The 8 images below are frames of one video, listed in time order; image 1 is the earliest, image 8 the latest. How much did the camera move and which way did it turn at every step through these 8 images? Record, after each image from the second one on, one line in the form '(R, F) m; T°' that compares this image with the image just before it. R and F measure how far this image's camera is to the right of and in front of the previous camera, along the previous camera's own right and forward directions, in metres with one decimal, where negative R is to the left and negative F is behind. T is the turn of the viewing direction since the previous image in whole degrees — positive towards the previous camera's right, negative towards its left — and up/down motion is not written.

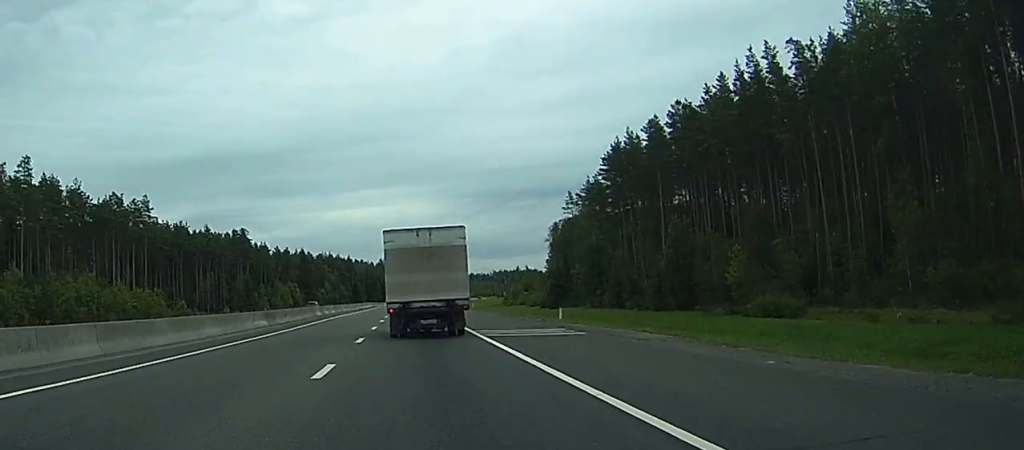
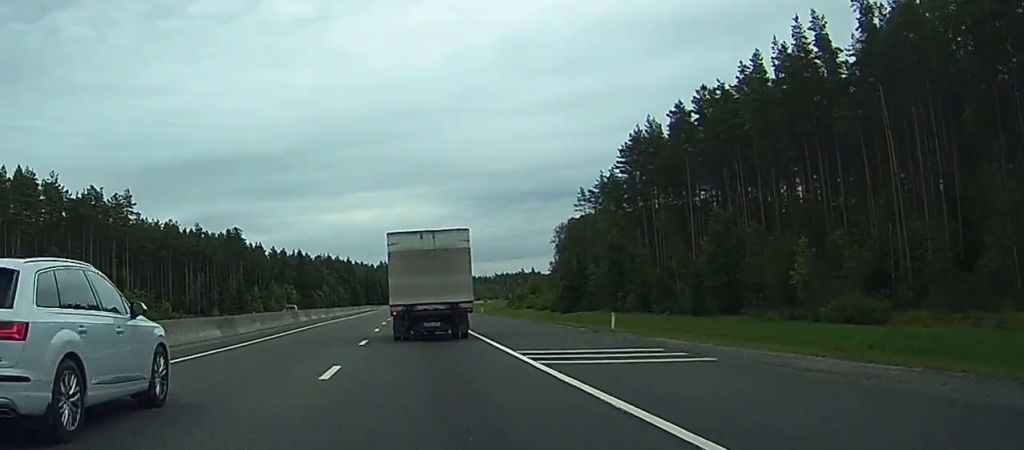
(0.0, +11.4) m; 0°
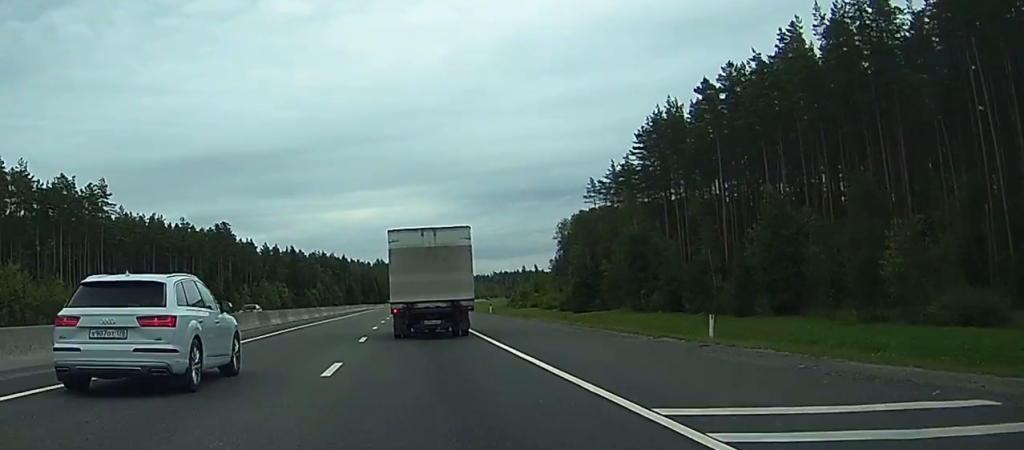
(0.0, +11.5) m; 0°
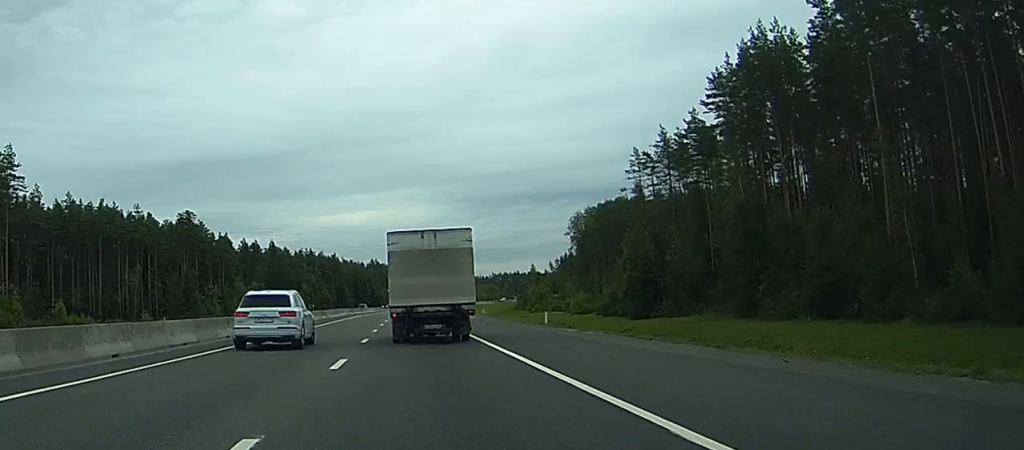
(+0.1, +33.1) m; 0°
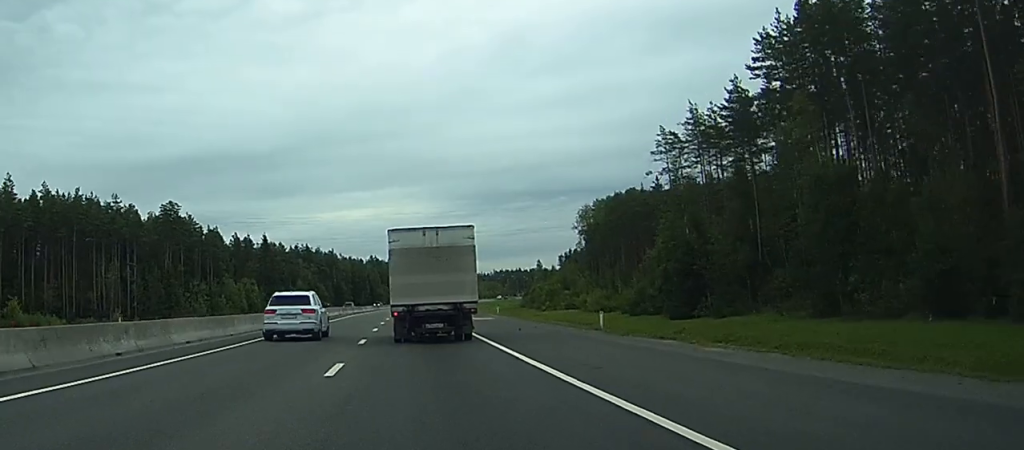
(0.0, +13.4) m; 0°
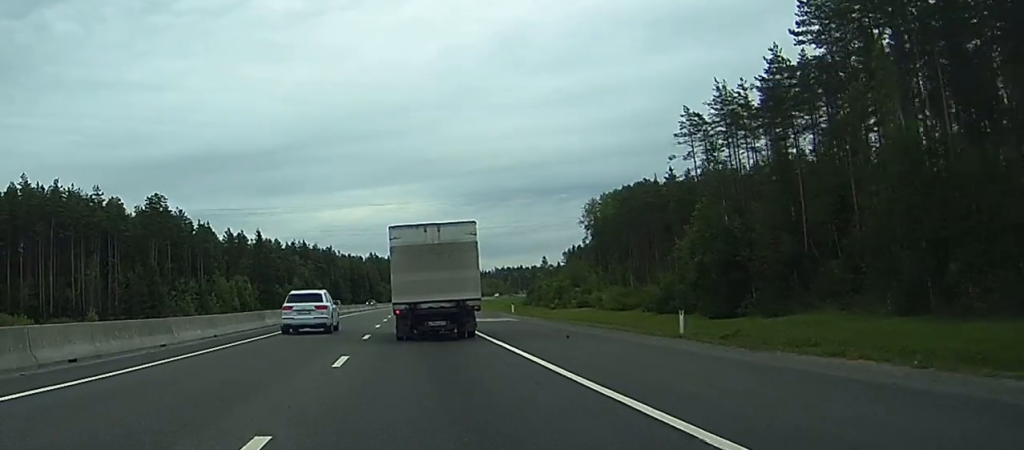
(-0.1, +10.1) m; 0°
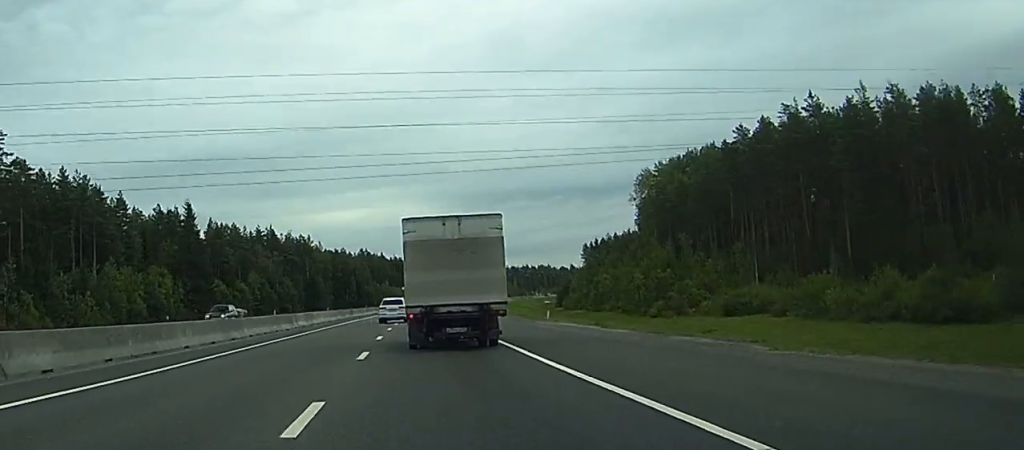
(-0.3, +67.8) m; -1°
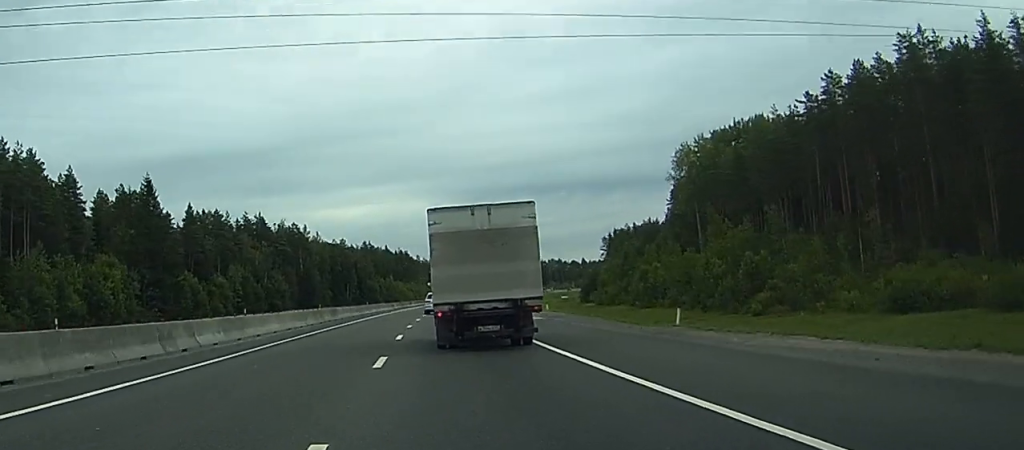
(0.0, +27.0) m; 0°
